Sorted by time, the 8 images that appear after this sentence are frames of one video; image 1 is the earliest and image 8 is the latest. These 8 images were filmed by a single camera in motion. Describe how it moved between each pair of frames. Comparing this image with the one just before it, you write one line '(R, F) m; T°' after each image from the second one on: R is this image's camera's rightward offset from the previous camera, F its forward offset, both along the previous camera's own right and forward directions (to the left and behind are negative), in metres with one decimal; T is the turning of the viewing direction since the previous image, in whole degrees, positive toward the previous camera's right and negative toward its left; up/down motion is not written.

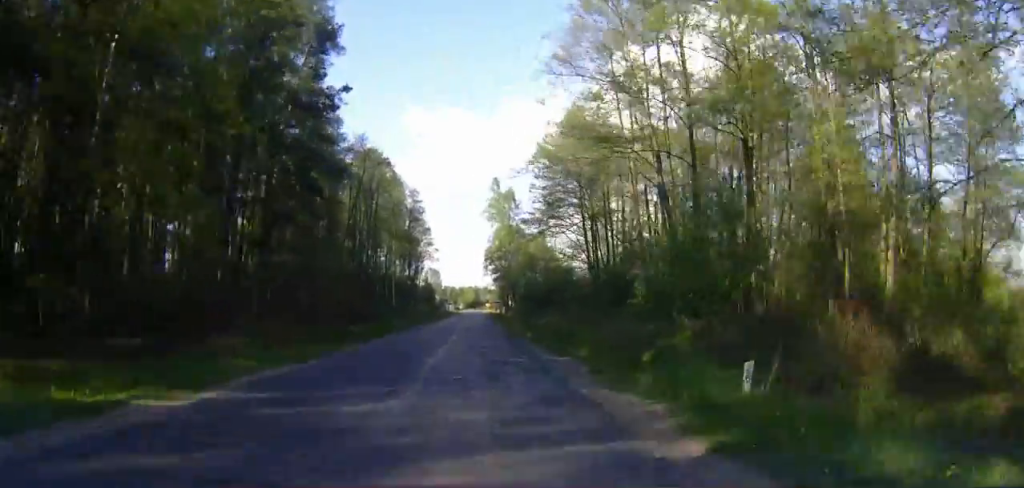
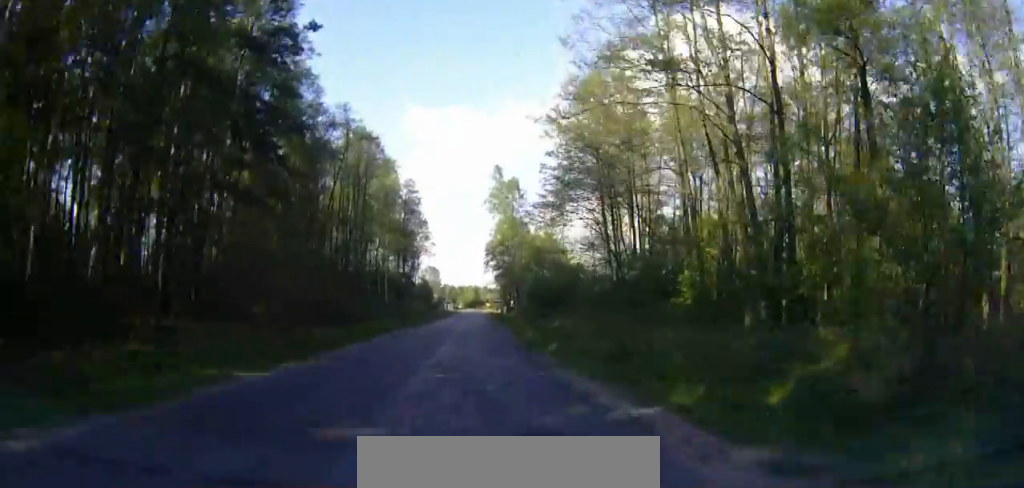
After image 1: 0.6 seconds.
(+0.1, +10.0) m; 0°
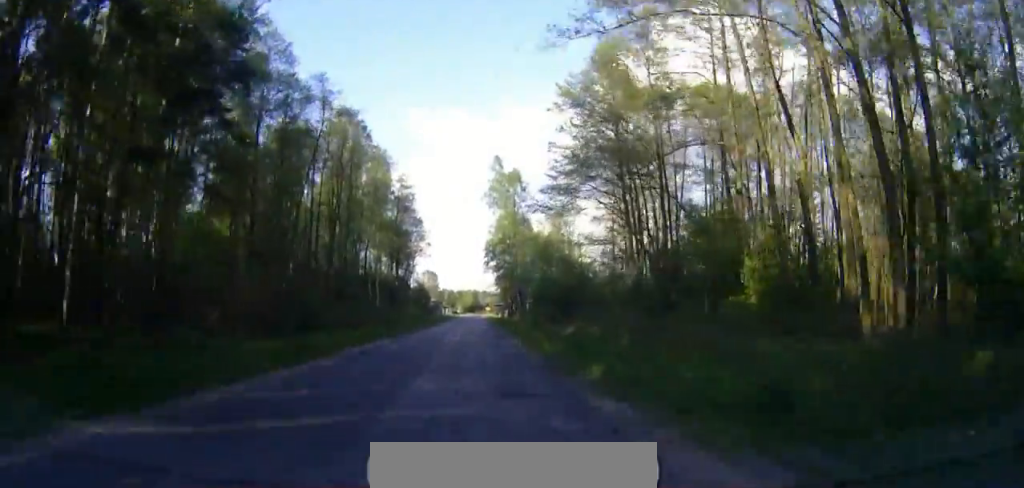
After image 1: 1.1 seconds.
(0.0, +8.8) m; 0°
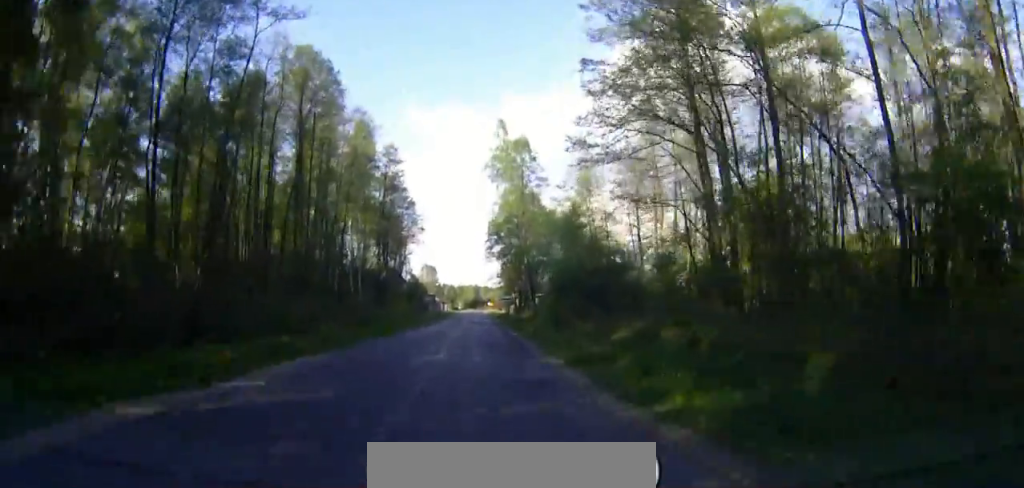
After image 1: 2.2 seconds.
(0.0, +16.4) m; +1°
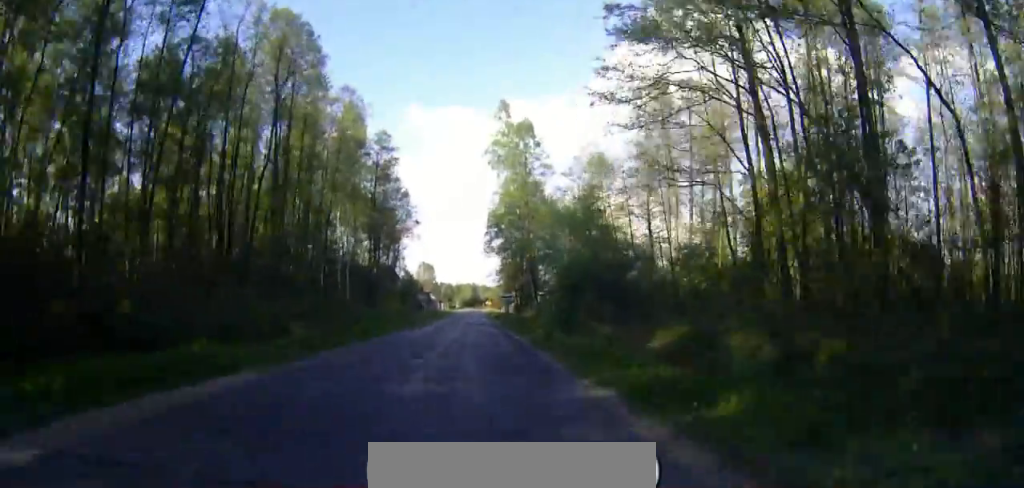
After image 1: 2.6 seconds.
(+0.3, +6.7) m; -1°
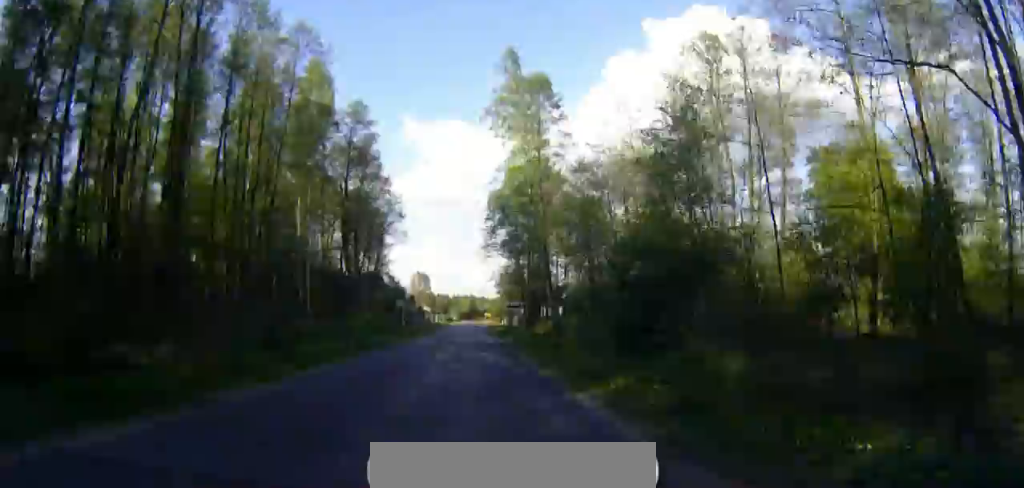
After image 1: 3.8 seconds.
(-0.6, +17.9) m; -2°
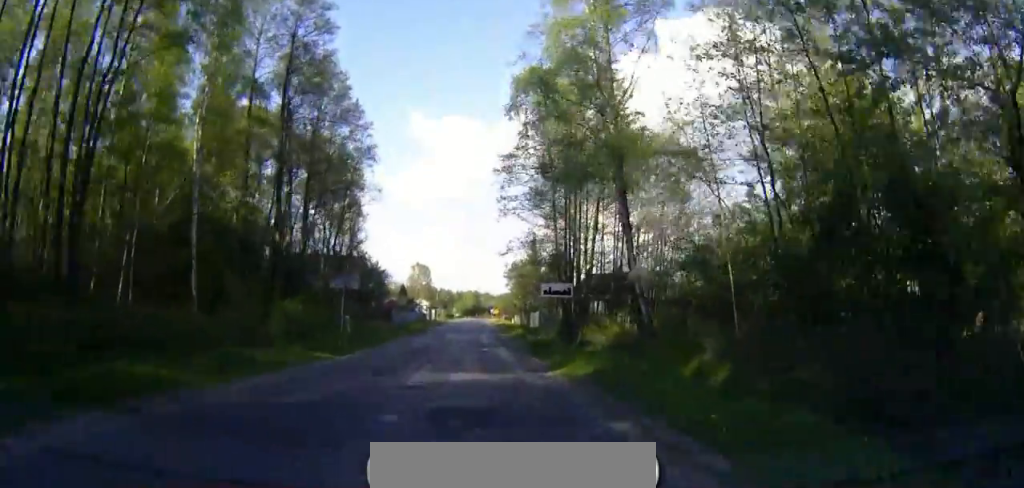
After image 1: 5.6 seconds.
(+0.6, +27.1) m; 0°
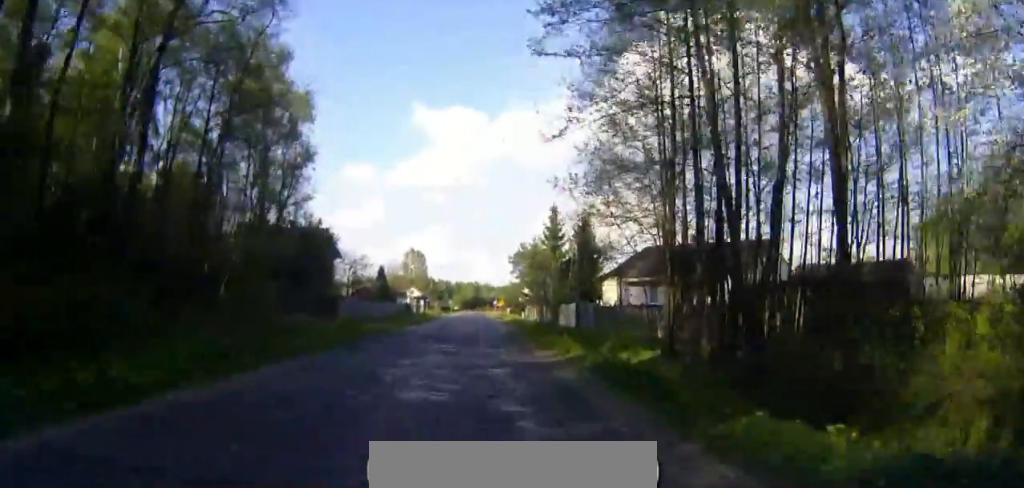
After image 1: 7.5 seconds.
(0.0, +27.9) m; +2°
